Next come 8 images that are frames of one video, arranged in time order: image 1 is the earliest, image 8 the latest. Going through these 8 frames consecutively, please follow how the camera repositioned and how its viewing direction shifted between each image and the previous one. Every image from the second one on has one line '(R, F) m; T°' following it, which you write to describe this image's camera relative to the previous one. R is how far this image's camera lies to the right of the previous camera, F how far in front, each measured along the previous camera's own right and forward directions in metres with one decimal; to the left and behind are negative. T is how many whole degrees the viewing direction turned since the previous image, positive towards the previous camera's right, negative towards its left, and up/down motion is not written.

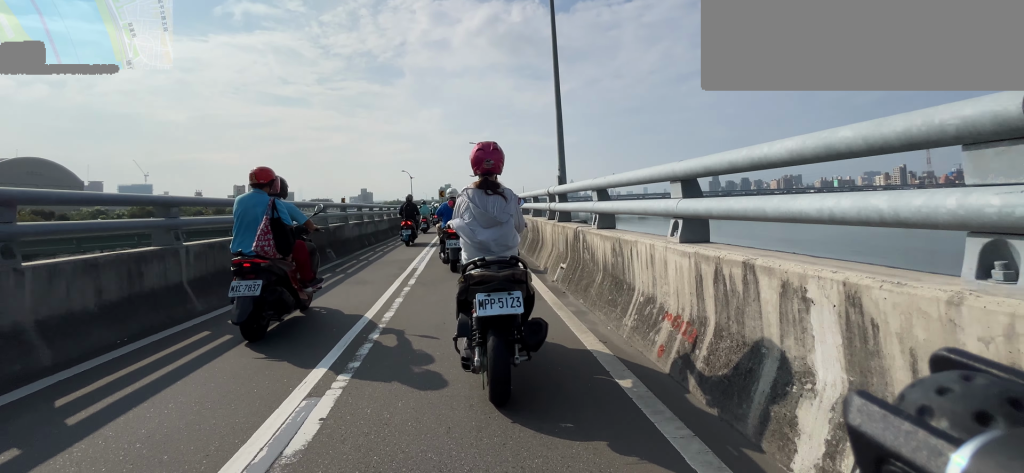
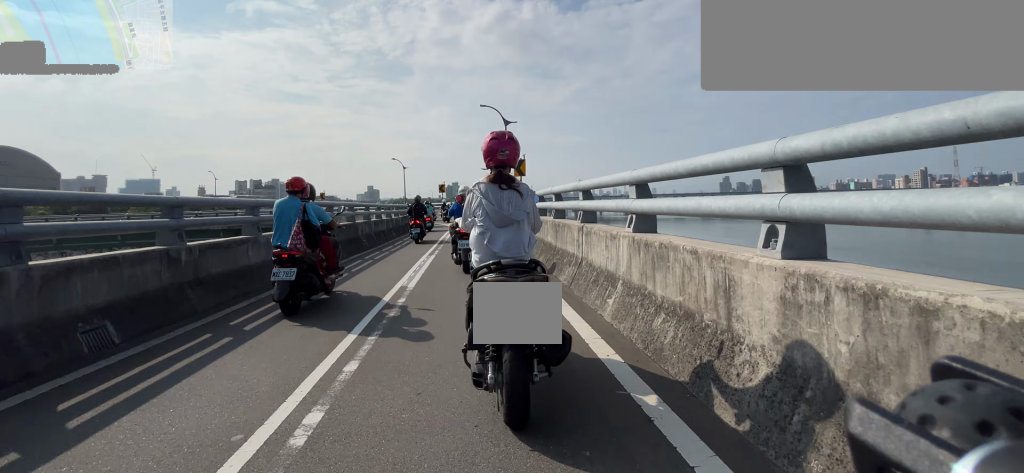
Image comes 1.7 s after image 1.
(-0.1, +12.0) m; -1°
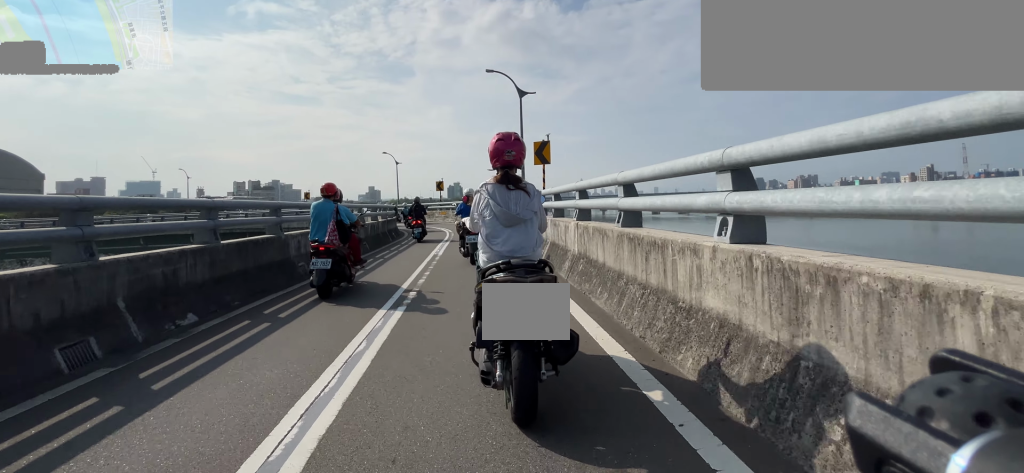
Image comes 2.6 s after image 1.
(0.0, +5.6) m; -1°
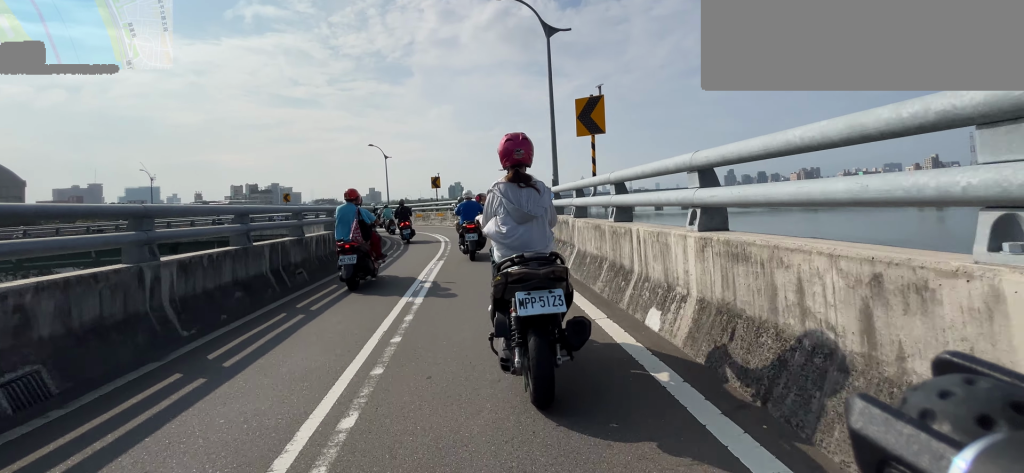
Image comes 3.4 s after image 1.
(0.0, +5.4) m; -1°
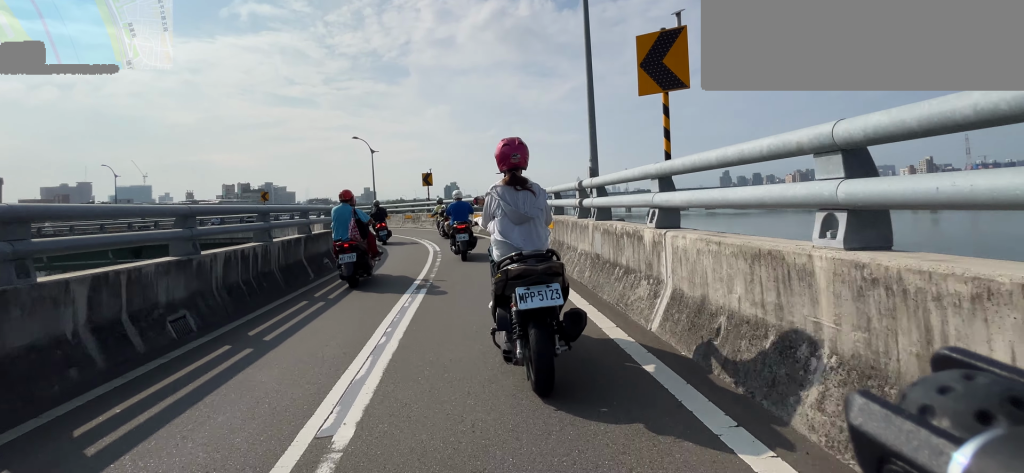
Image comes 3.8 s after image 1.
(0.0, +3.1) m; -3°
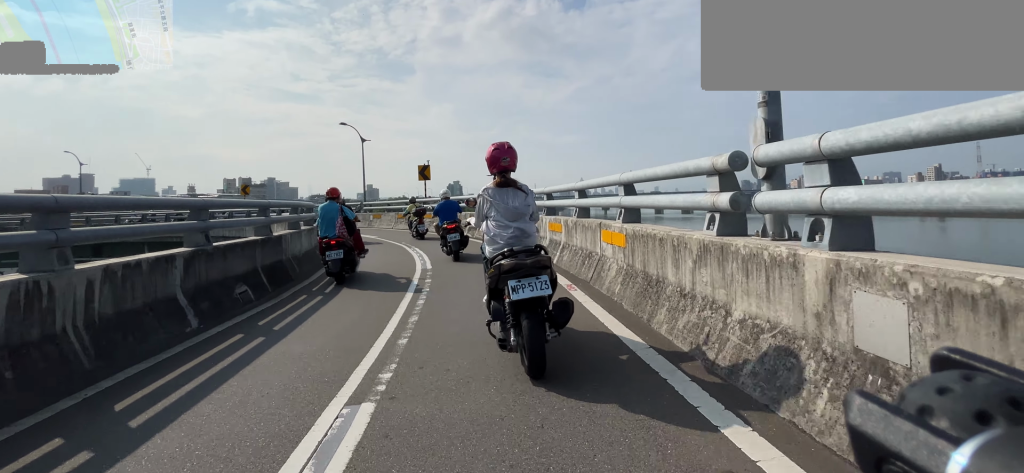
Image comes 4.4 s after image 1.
(+0.1, +3.4) m; -3°
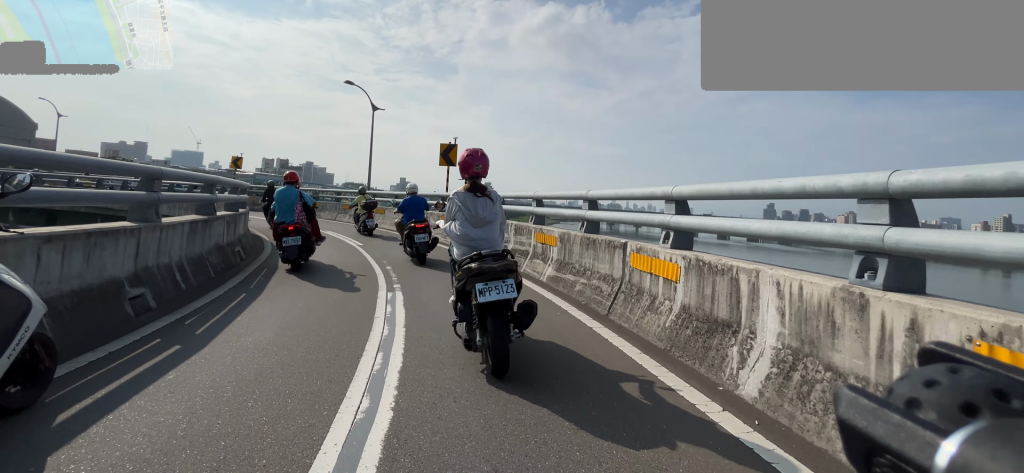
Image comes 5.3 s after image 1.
(-0.6, +5.7) m; -7°
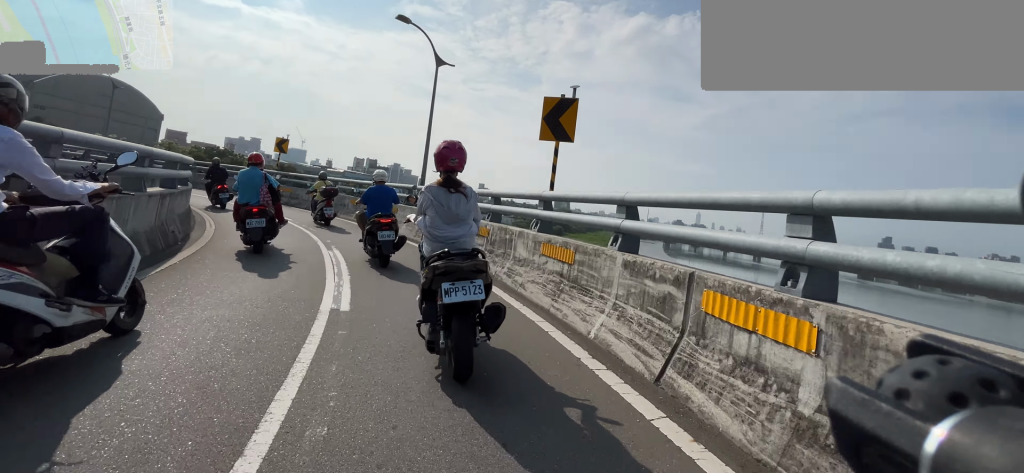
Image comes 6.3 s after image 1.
(-0.1, +6.1) m; -9°
